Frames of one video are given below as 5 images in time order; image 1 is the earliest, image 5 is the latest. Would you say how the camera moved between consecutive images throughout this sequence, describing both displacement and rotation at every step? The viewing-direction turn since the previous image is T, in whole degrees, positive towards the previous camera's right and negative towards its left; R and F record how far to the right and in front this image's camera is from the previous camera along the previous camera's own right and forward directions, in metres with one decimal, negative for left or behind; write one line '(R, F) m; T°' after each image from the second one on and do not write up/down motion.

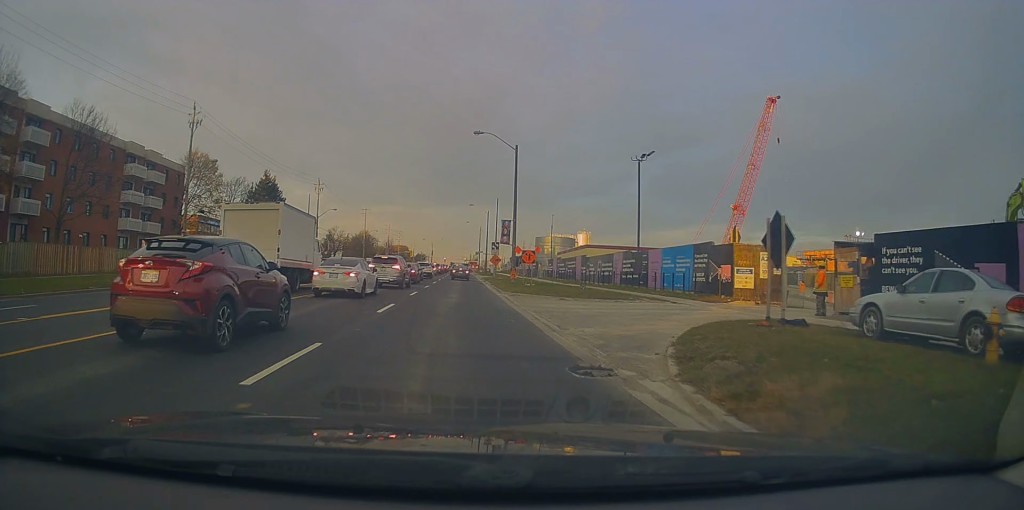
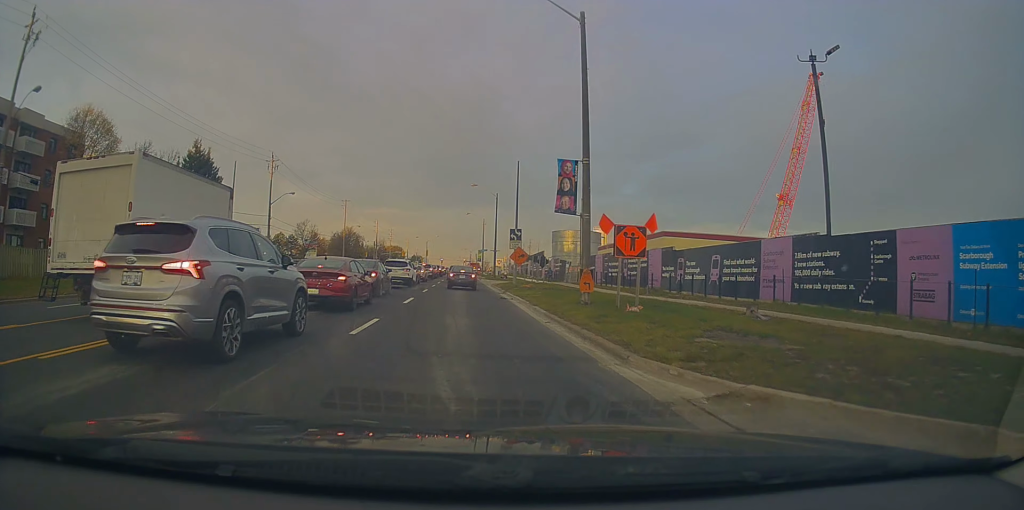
(-0.1, +25.8) m; +3°
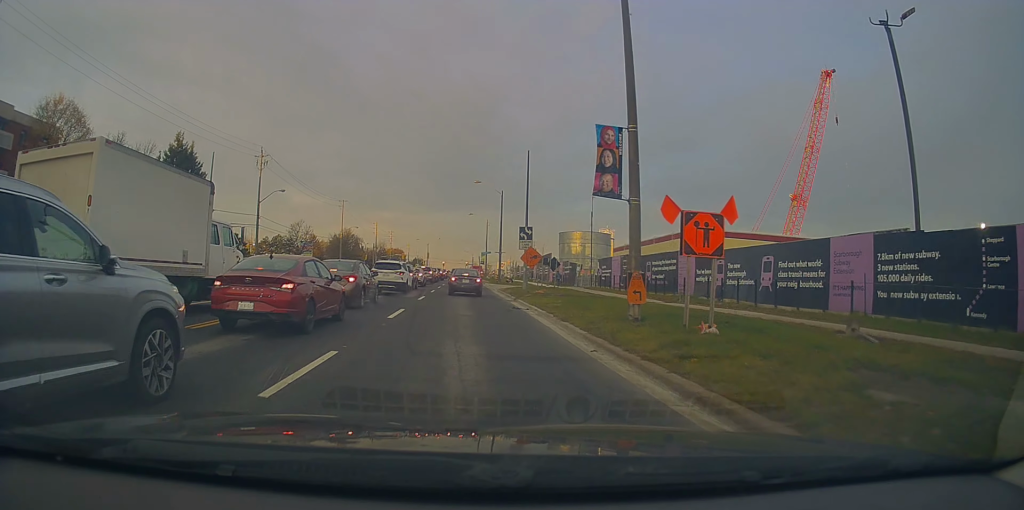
(+0.4, +5.9) m; +2°
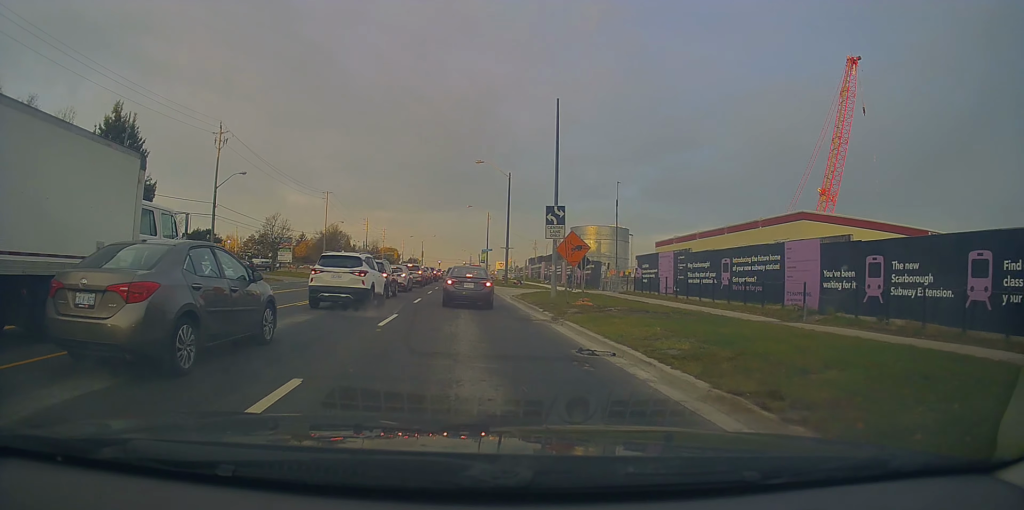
(-0.4, +13.1) m; -2°
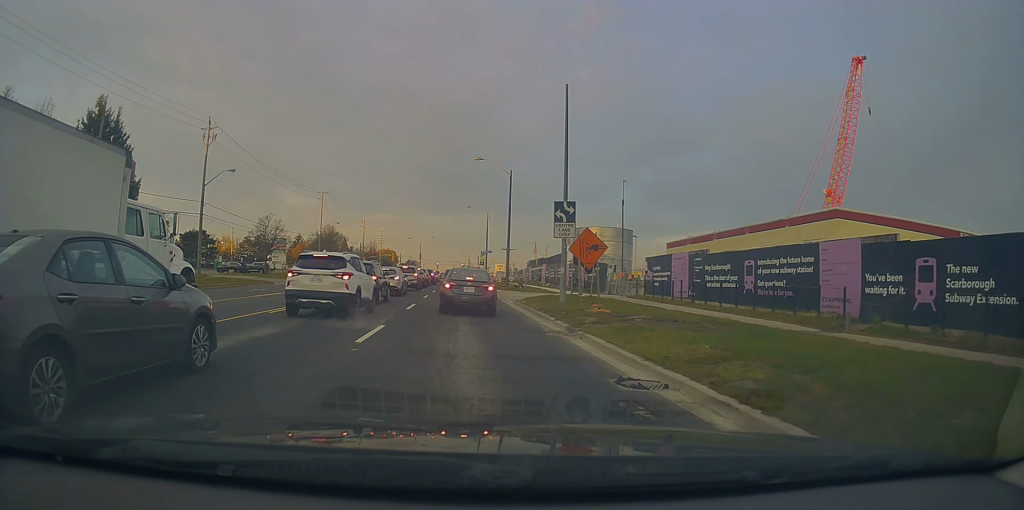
(-0.1, +3.0) m; 0°
